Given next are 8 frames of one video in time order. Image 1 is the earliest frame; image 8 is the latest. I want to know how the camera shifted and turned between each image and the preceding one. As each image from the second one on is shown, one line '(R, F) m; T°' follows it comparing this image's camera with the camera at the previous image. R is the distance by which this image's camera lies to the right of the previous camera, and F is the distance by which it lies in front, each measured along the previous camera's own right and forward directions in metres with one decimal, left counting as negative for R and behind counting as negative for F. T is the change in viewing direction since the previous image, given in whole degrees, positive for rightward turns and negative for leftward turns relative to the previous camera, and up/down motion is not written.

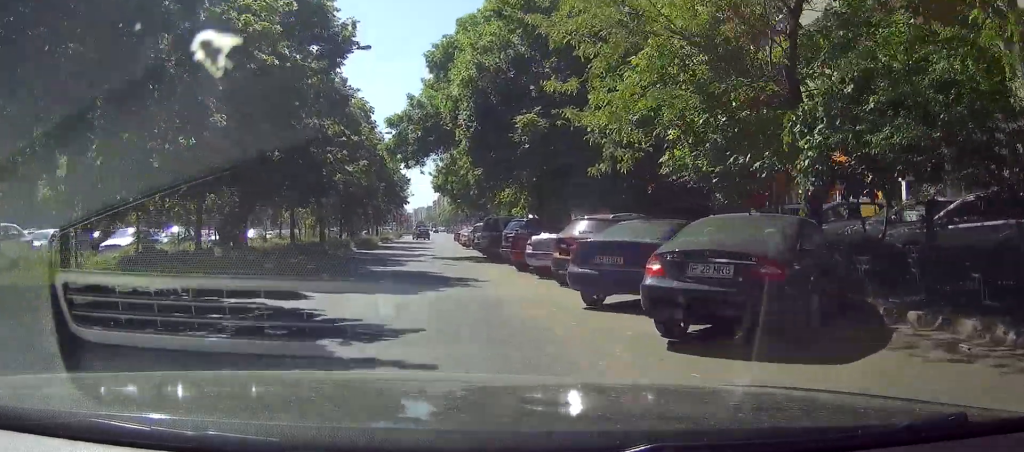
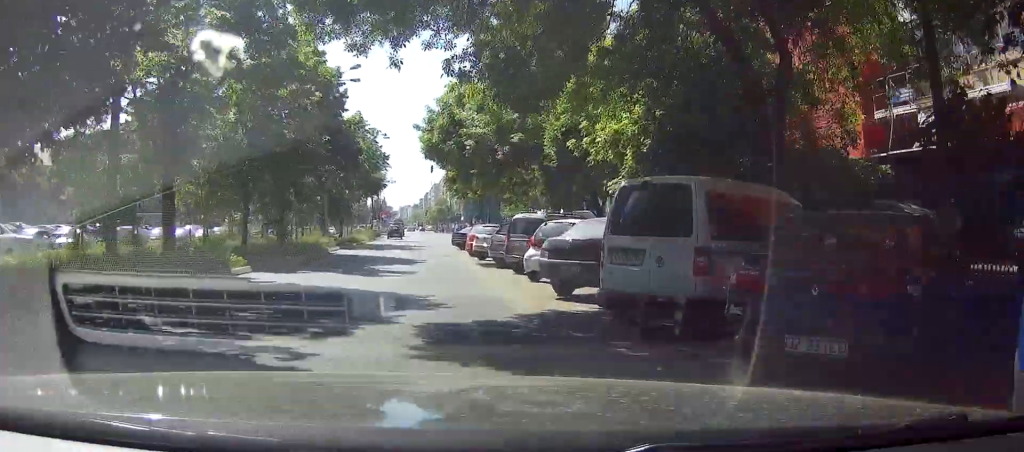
(-0.1, +24.1) m; -2°
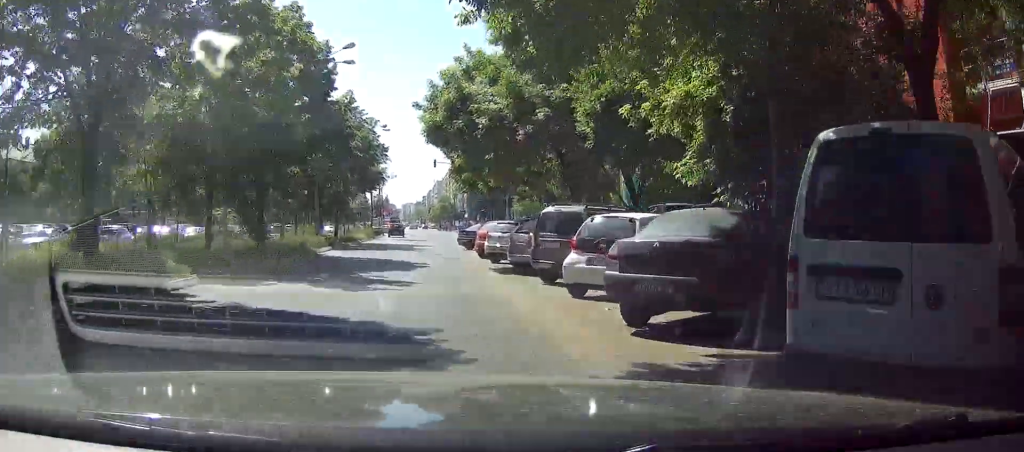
(0.0, +4.7) m; -1°
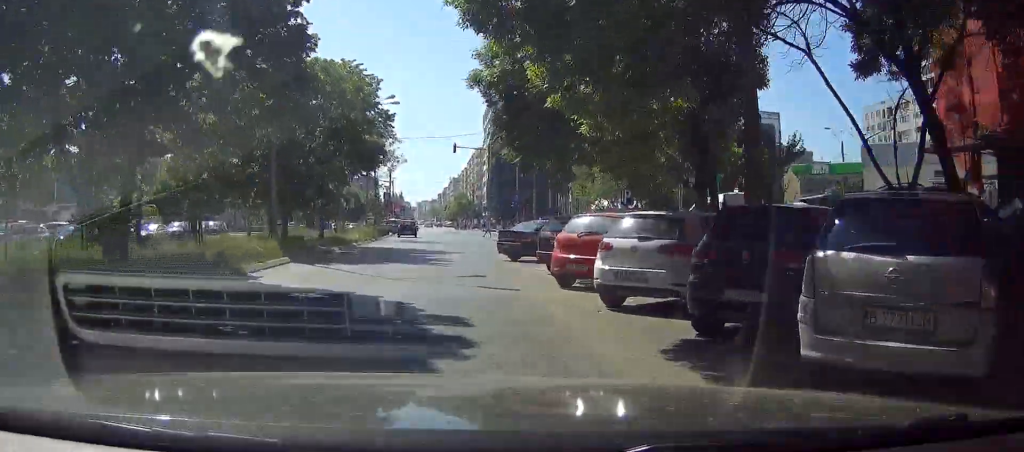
(-0.2, +13.9) m; 0°
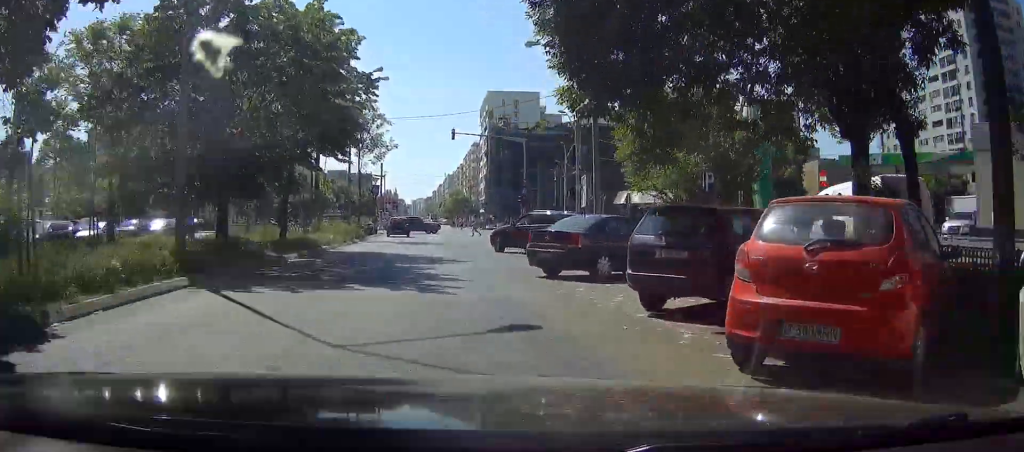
(0.0, +8.6) m; +2°
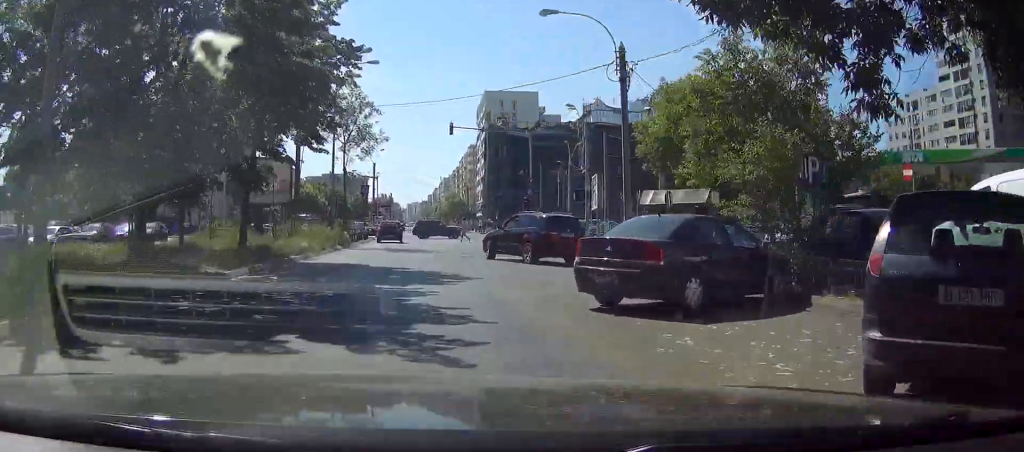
(+0.2, +5.6) m; +1°
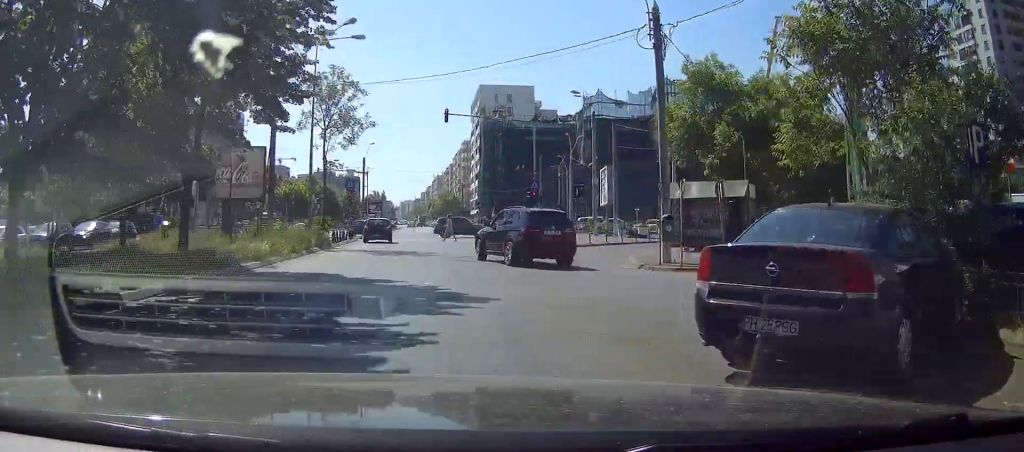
(+0.1, +5.2) m; +1°
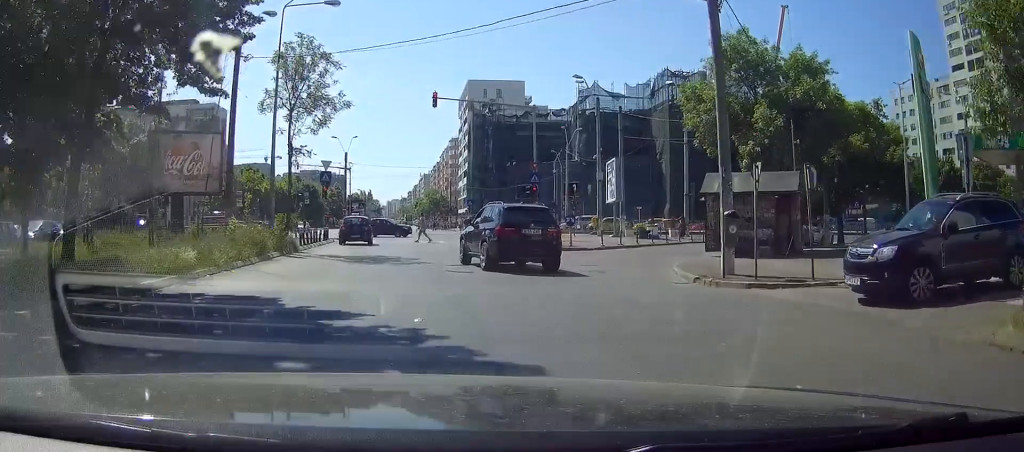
(0.0, +5.3) m; +1°
